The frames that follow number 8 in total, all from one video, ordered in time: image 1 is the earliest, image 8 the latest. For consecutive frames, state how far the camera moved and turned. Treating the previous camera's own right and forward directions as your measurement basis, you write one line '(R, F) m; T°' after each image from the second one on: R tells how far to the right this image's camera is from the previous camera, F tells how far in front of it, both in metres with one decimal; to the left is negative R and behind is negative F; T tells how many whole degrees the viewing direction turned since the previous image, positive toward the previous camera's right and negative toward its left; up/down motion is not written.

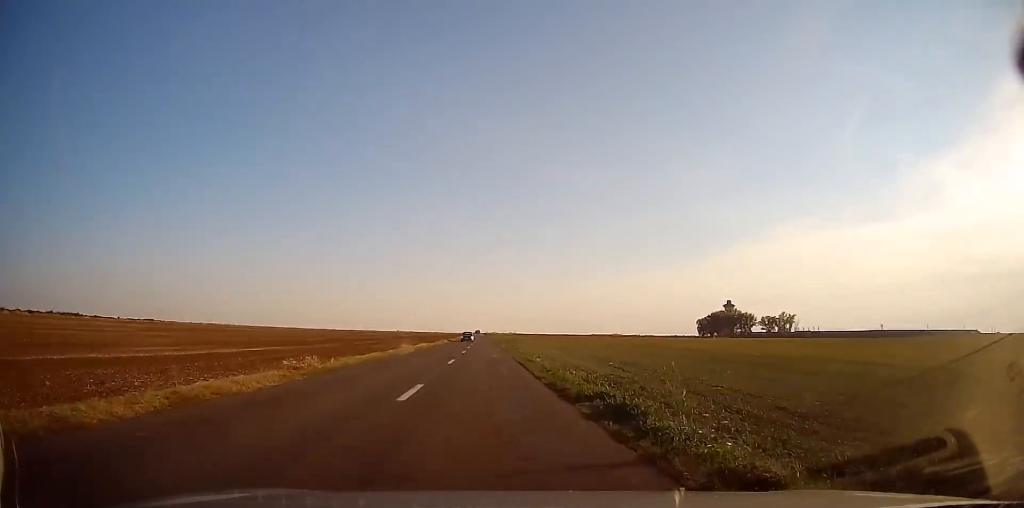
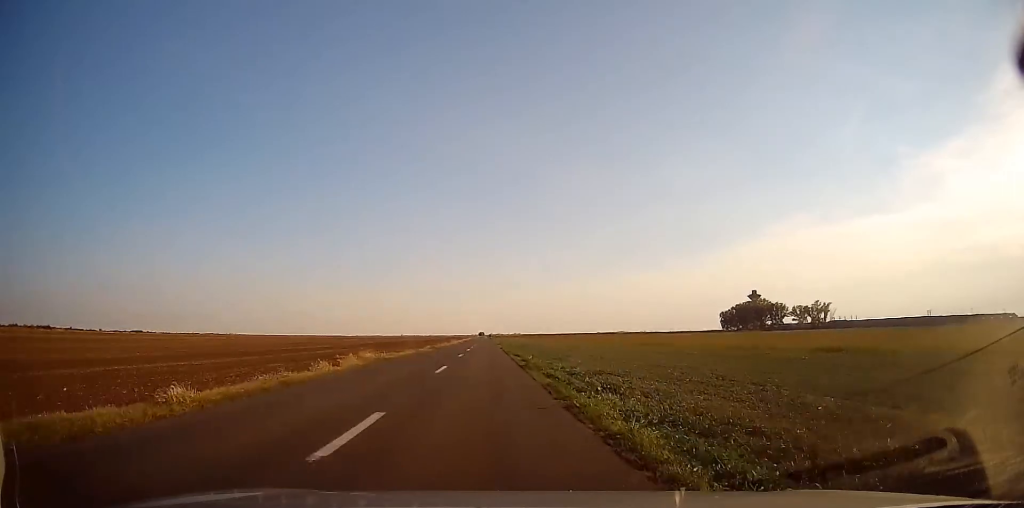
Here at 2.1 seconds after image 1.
(+0.3, +52.1) m; 0°
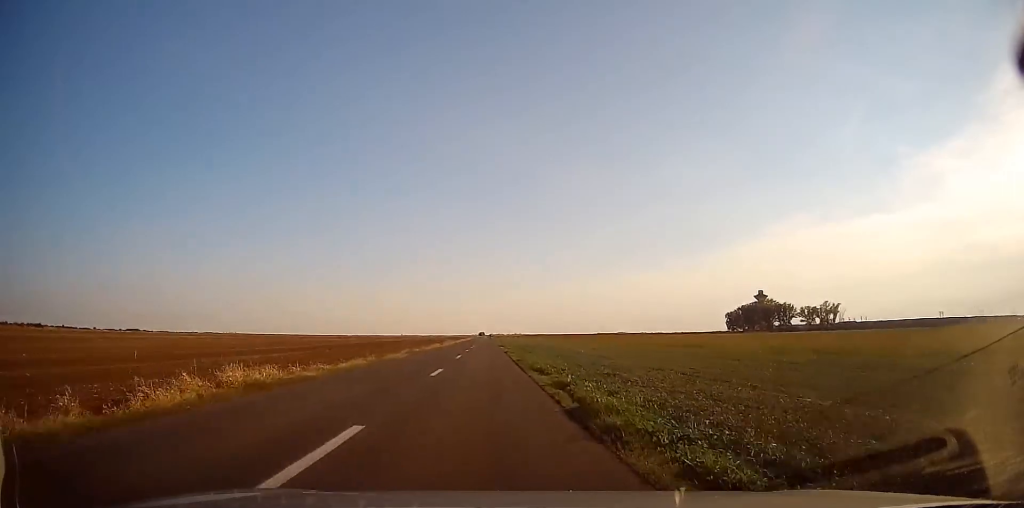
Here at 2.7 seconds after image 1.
(0.0, +13.1) m; 0°
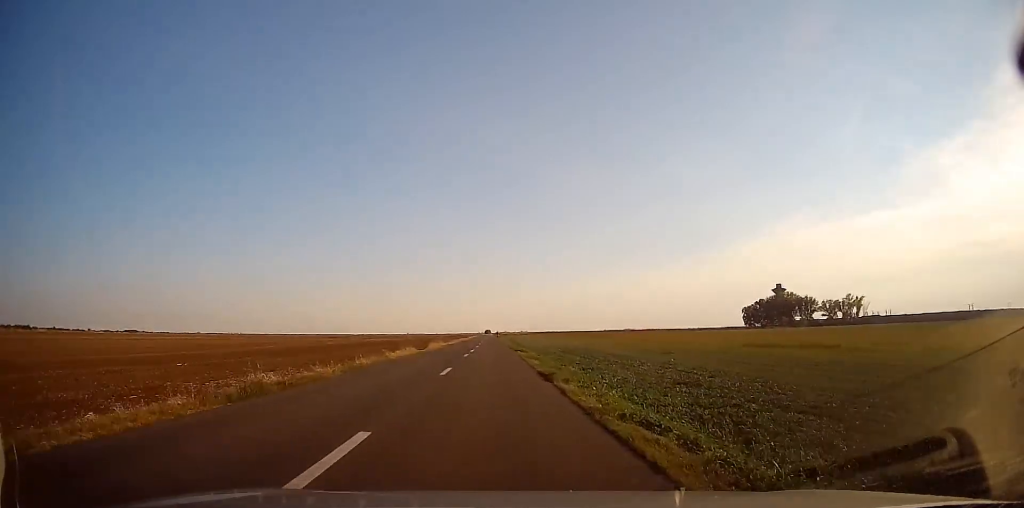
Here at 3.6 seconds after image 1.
(-0.4, +24.2) m; -1°
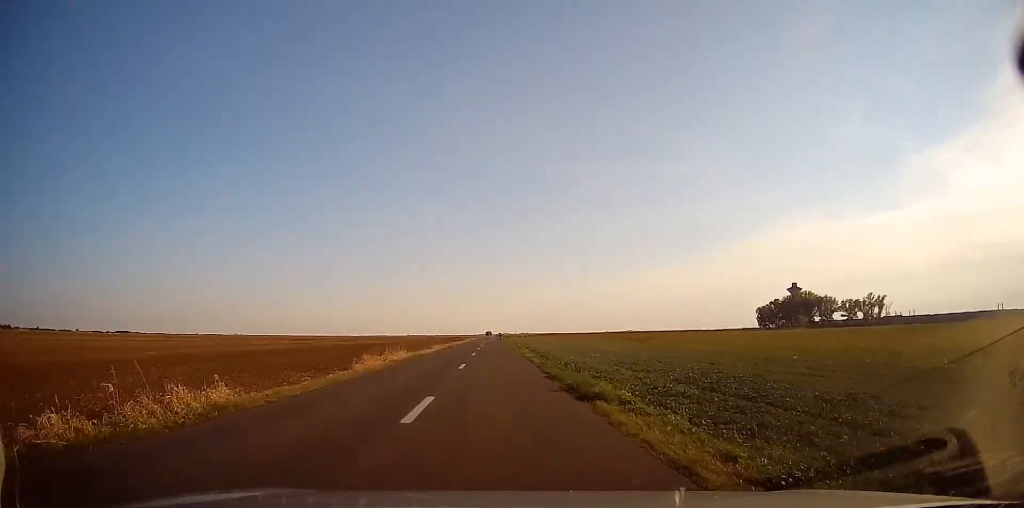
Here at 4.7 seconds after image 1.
(0.0, +26.9) m; 0°
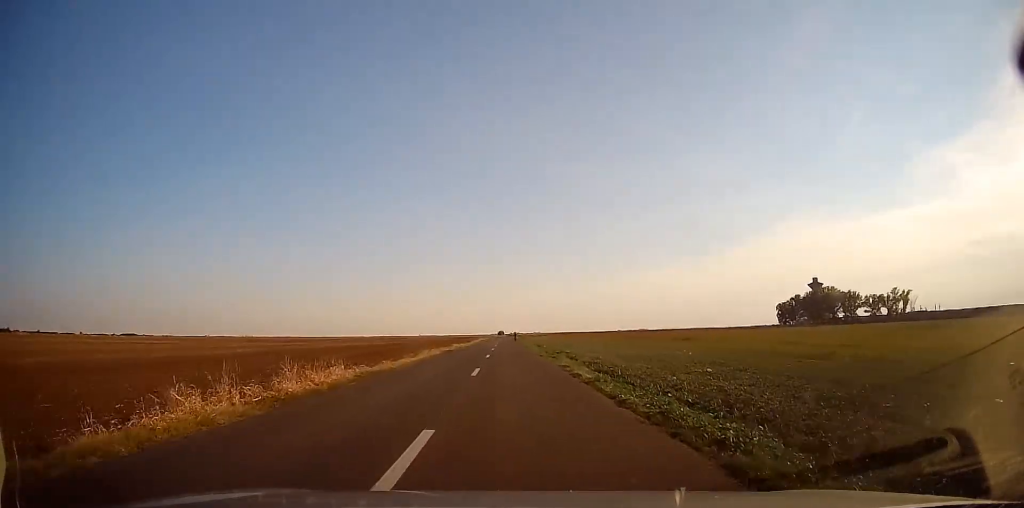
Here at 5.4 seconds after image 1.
(+0.1, +15.4) m; -1°
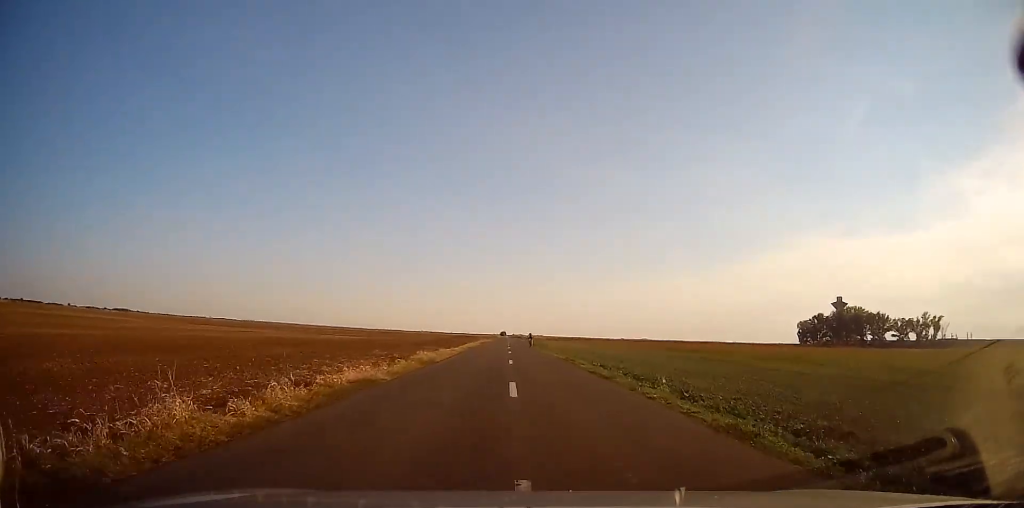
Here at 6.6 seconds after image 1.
(-0.5, +28.9) m; -1°
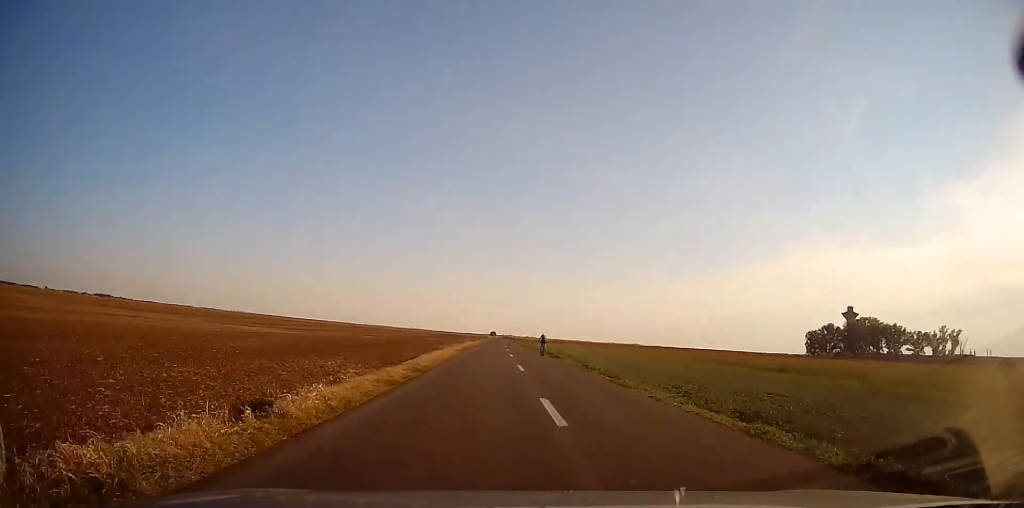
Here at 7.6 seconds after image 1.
(+0.3, +27.2) m; +1°
